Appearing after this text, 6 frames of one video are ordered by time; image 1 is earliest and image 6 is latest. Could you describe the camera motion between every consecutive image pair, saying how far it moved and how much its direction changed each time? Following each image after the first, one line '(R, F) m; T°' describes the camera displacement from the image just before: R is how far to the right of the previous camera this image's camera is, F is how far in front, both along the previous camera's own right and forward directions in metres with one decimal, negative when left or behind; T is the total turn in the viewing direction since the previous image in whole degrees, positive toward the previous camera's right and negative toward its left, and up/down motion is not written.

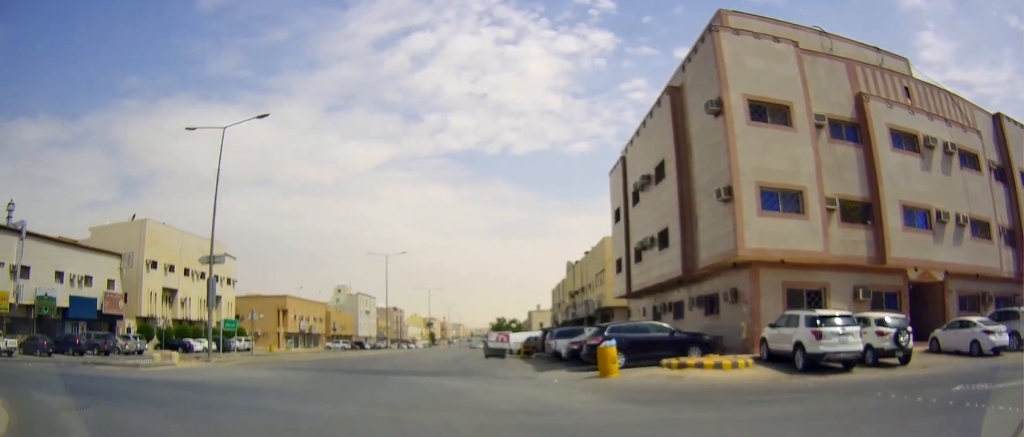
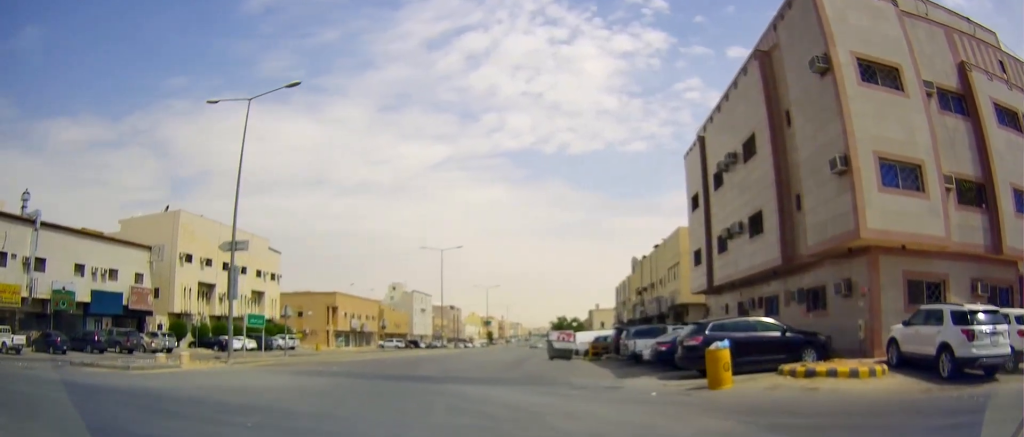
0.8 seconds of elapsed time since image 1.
(-0.6, +3.9) m; -7°
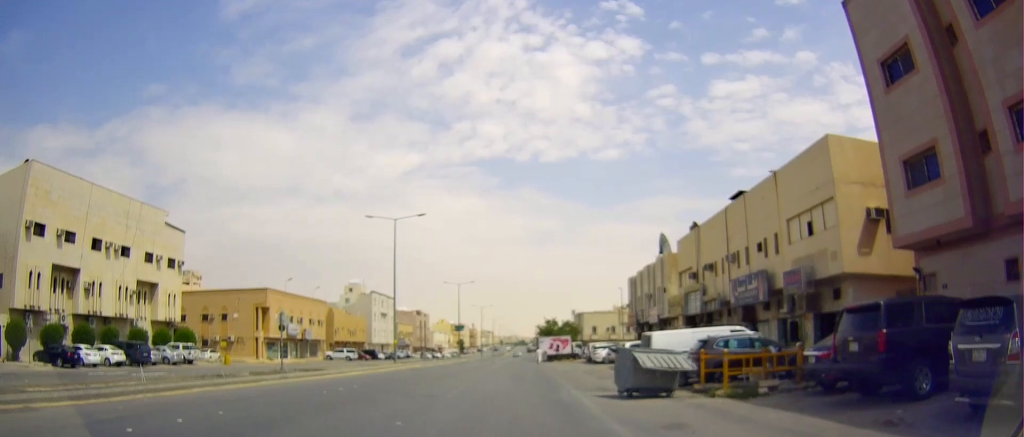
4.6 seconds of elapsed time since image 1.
(-1.7, +22.3) m; -1°
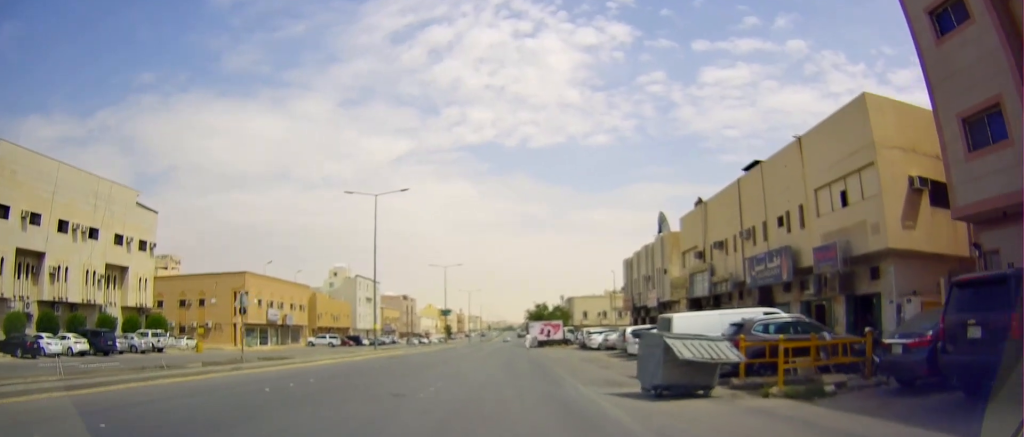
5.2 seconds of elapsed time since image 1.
(+0.2, +3.6) m; +2°
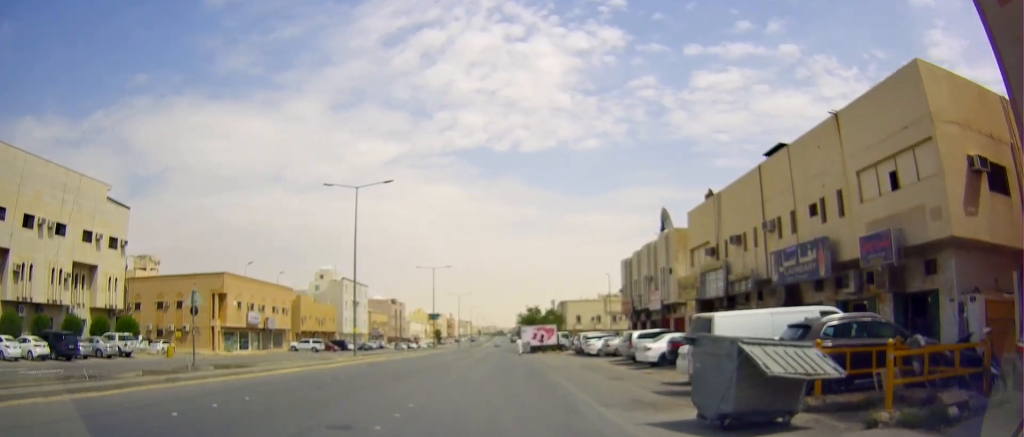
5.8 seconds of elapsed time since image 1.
(-0.1, +3.9) m; +1°
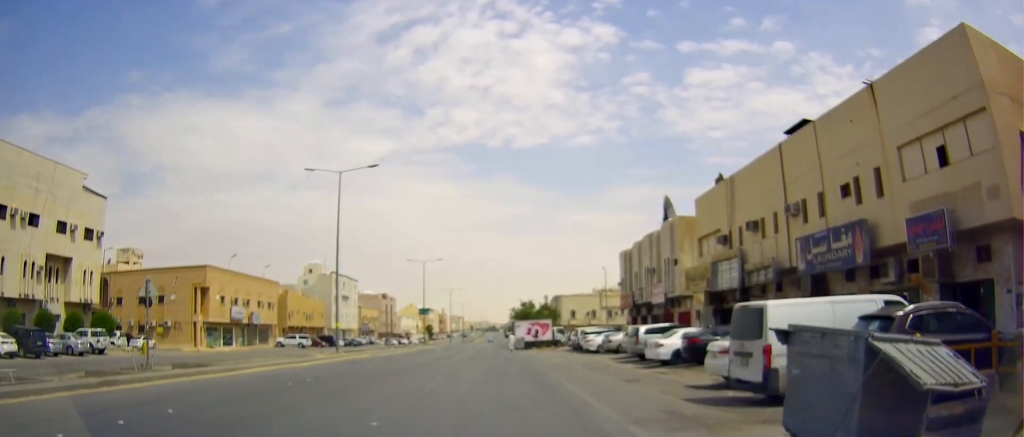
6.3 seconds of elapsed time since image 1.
(0.0, +3.0) m; 0°
